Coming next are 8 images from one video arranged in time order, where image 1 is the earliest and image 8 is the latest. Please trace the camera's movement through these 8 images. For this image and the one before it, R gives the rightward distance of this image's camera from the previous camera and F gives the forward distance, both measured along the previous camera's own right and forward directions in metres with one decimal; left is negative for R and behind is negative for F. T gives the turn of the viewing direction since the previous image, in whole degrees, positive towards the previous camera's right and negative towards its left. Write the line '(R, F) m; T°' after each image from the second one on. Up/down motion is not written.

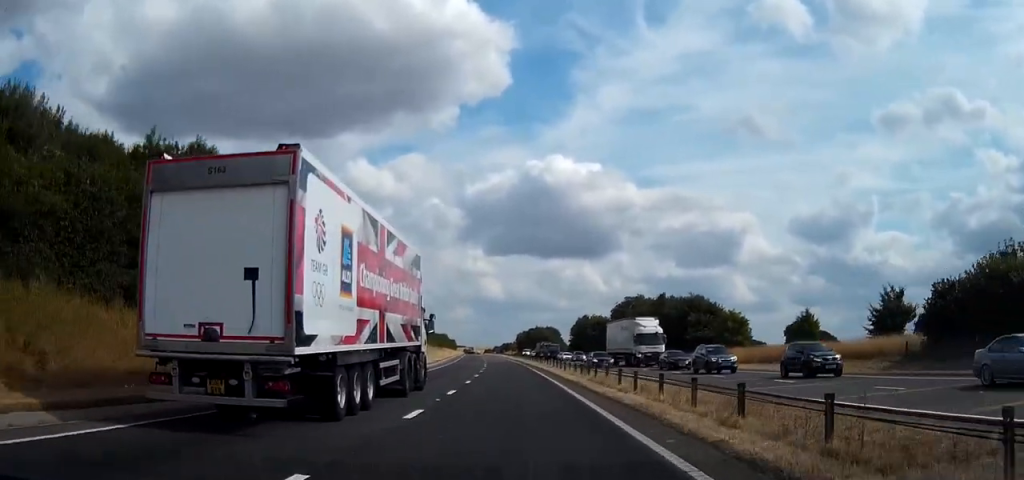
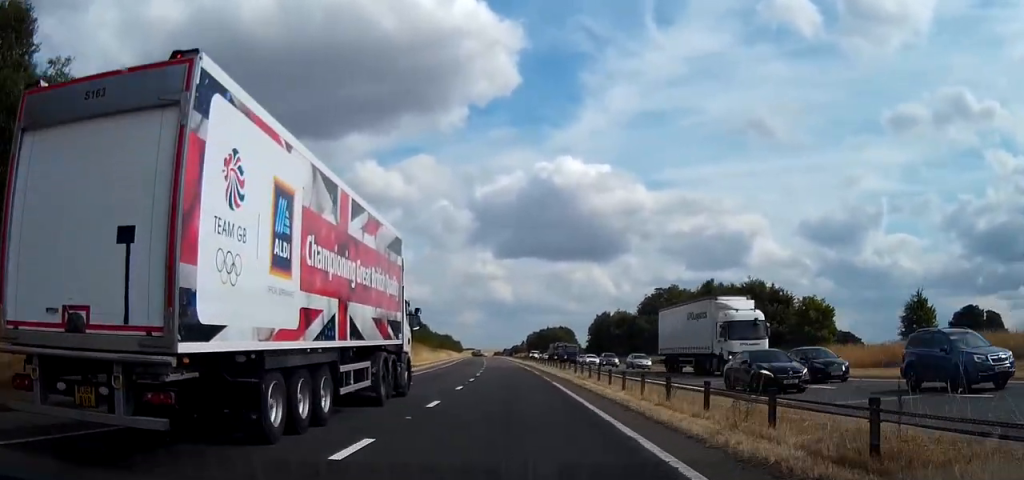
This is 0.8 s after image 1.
(-0.2, +23.1) m; -1°
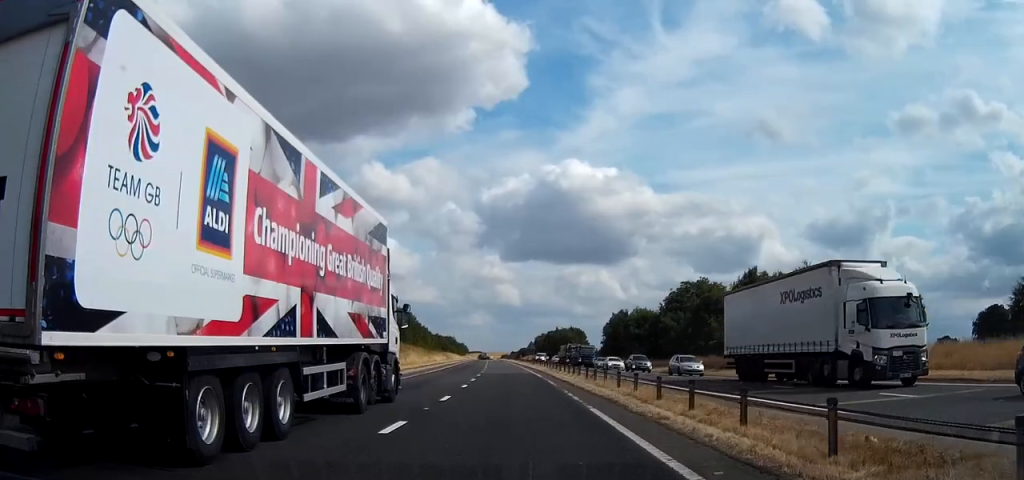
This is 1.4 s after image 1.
(0.0, +14.8) m; -1°
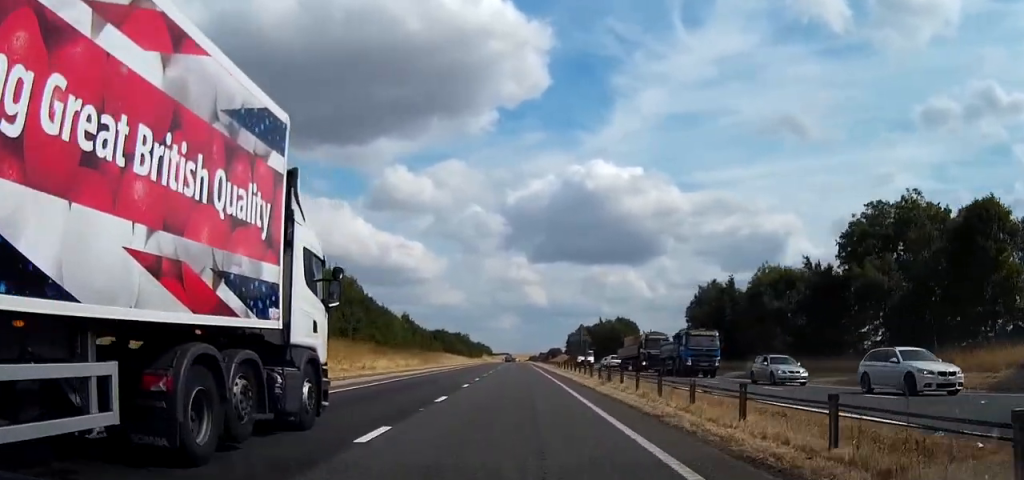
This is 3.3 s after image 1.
(-1.2, +53.9) m; -2°
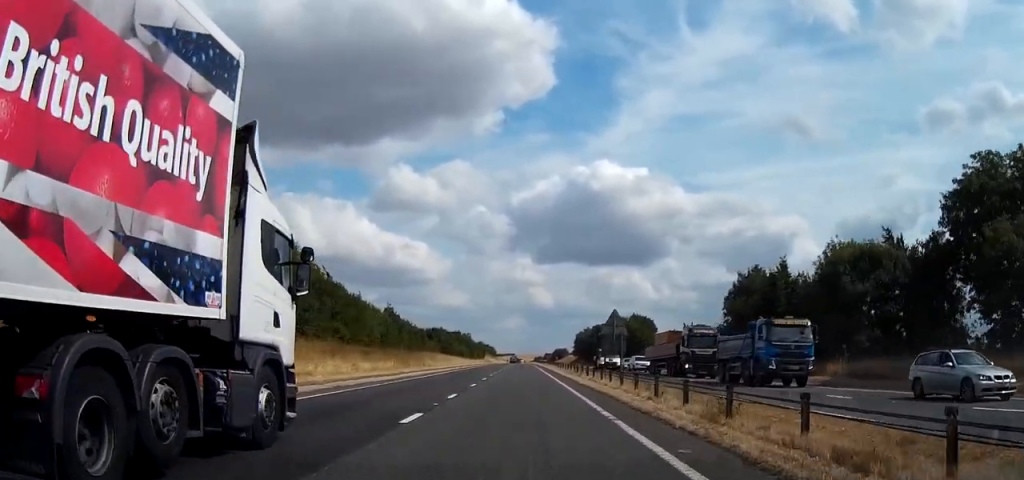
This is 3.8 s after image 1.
(-0.1, +14.7) m; 0°
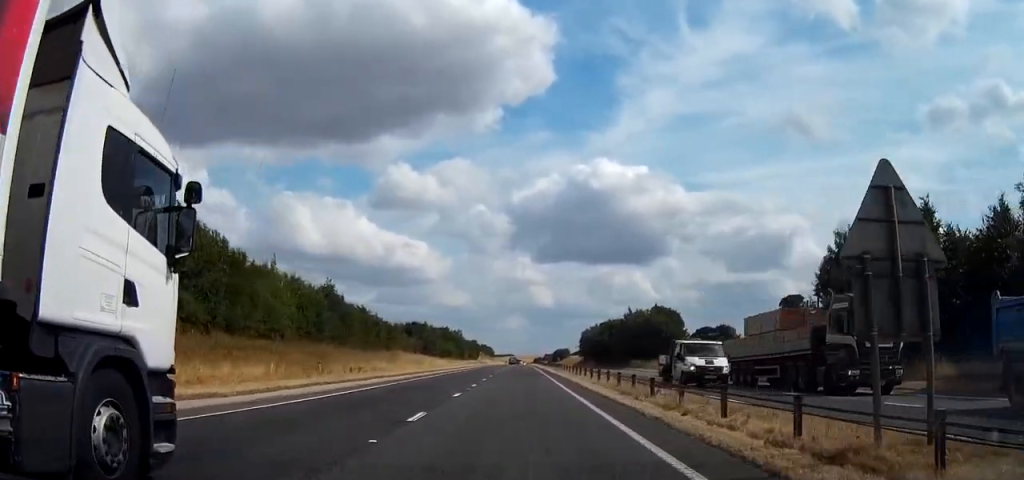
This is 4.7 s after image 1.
(-0.1, +24.8) m; 0°
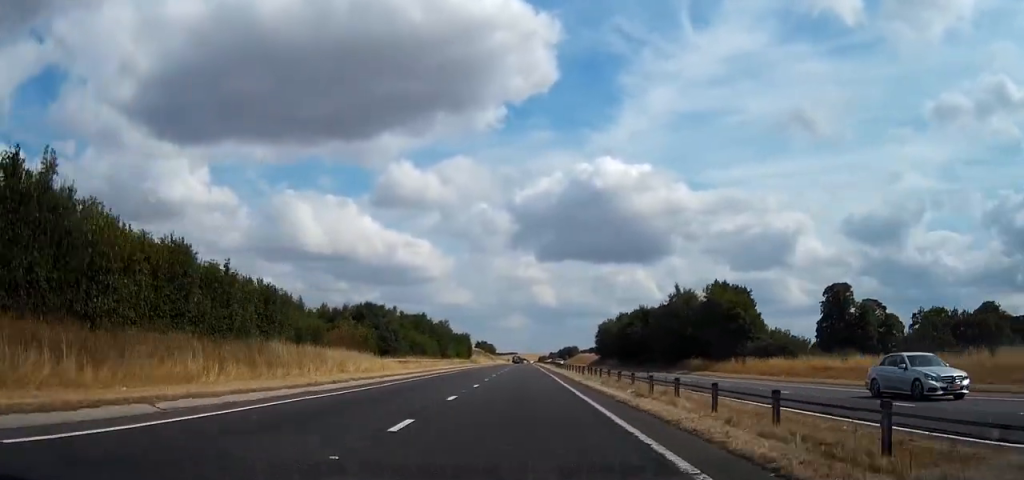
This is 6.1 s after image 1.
(-0.1, +36.9) m; 0°
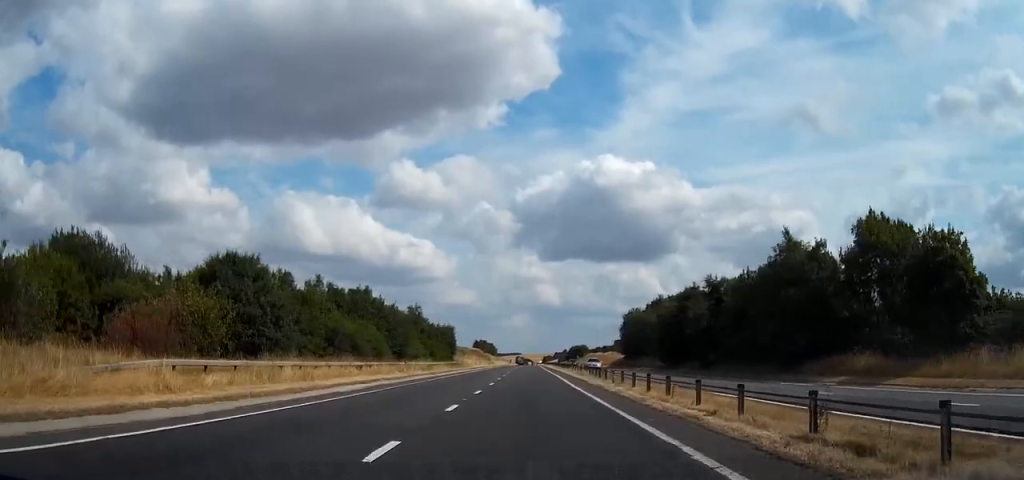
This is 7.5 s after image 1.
(-0.1, +39.0) m; 0°
